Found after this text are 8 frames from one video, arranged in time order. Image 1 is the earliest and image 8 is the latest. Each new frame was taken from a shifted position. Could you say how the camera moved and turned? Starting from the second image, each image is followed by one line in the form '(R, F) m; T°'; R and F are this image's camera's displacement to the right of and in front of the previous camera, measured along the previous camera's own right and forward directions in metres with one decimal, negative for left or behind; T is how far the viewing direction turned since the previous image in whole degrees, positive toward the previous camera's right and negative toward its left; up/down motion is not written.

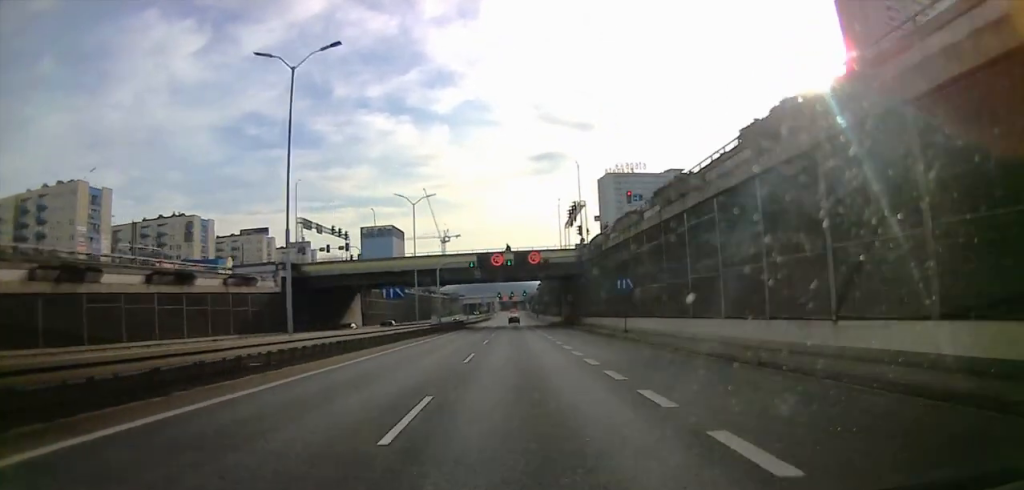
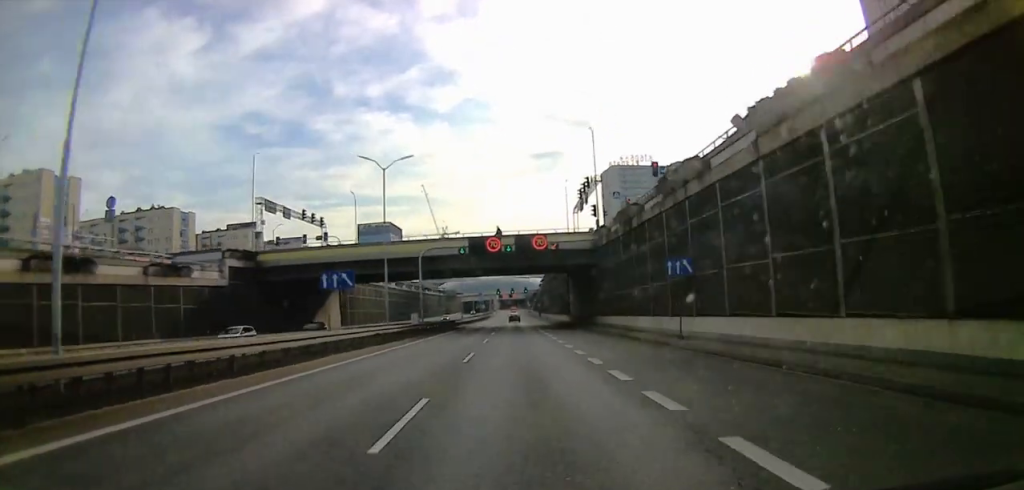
(0.0, +12.5) m; 0°
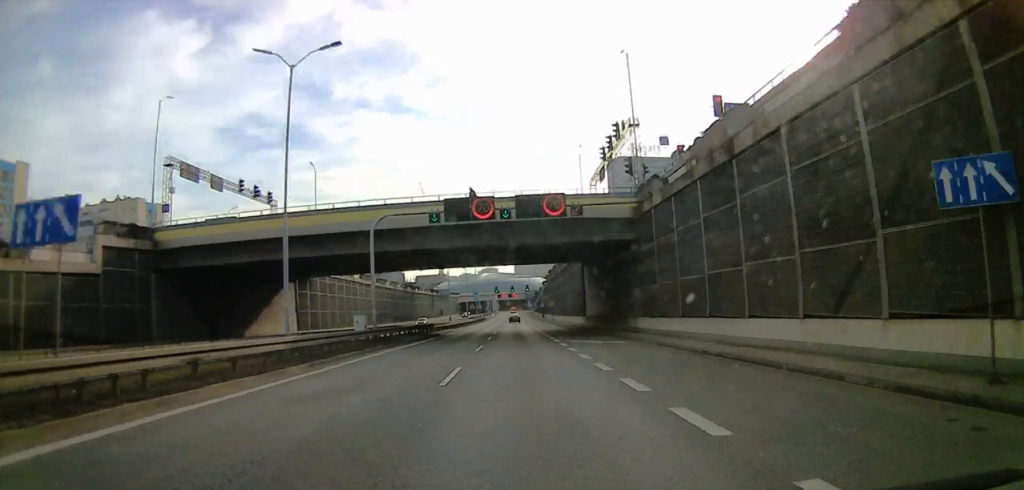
(0.0, +18.0) m; 0°
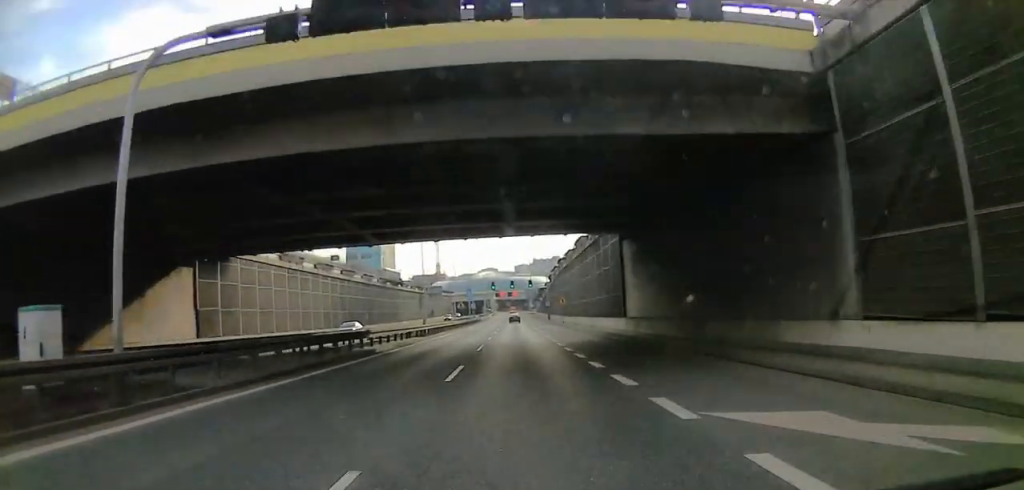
(0.0, +23.4) m; 0°
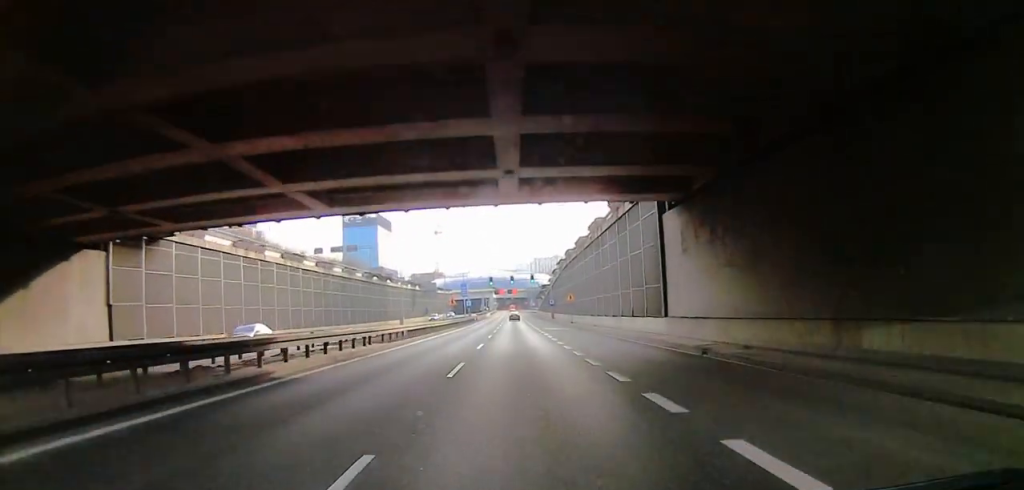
(0.0, +11.6) m; 0°
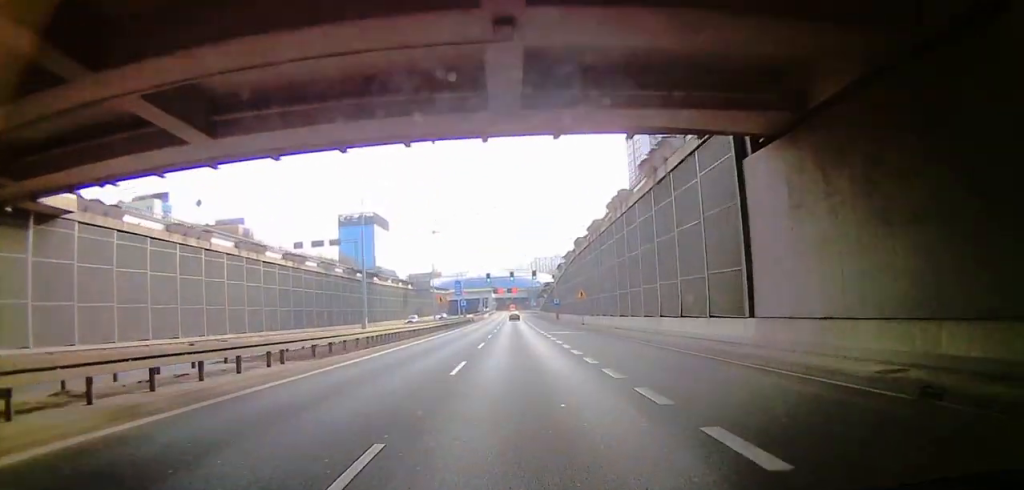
(0.0, +11.5) m; 0°
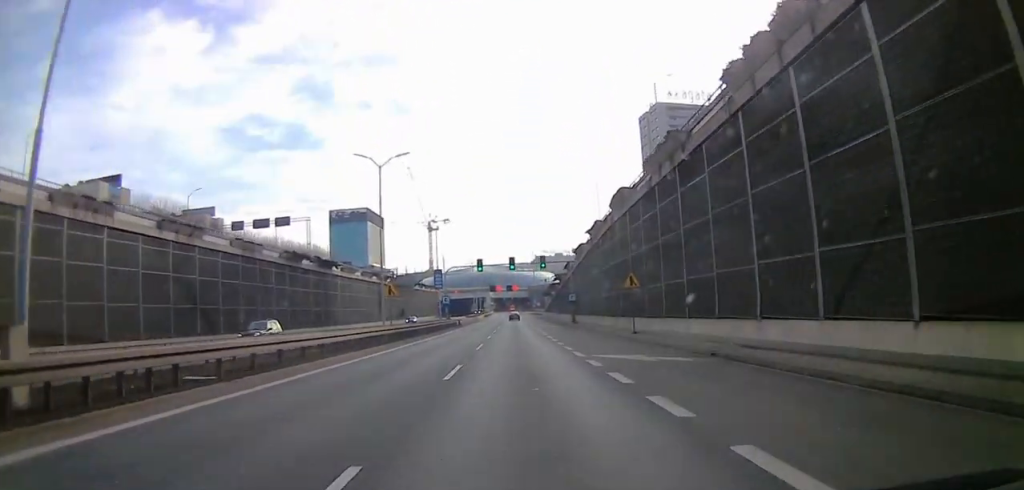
(0.0, +25.6) m; 0°
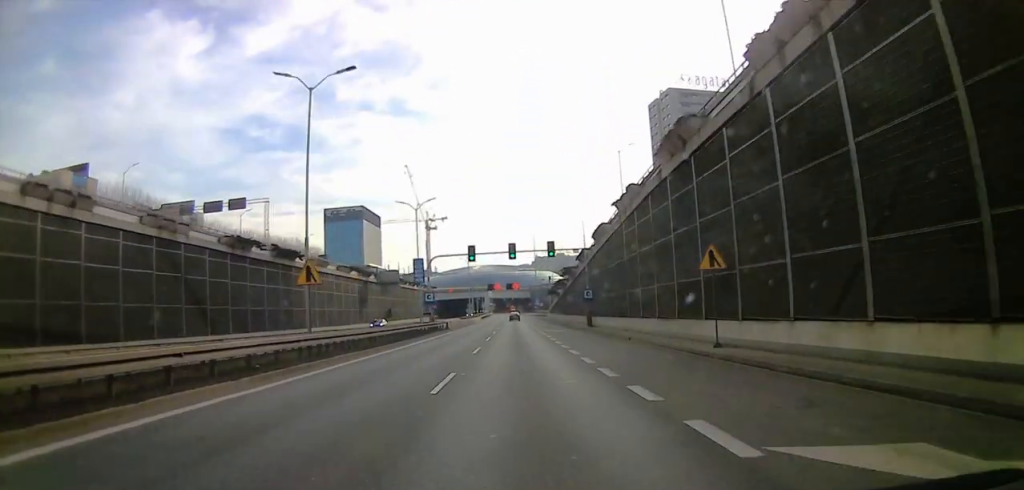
(0.0, +14.0) m; 0°
